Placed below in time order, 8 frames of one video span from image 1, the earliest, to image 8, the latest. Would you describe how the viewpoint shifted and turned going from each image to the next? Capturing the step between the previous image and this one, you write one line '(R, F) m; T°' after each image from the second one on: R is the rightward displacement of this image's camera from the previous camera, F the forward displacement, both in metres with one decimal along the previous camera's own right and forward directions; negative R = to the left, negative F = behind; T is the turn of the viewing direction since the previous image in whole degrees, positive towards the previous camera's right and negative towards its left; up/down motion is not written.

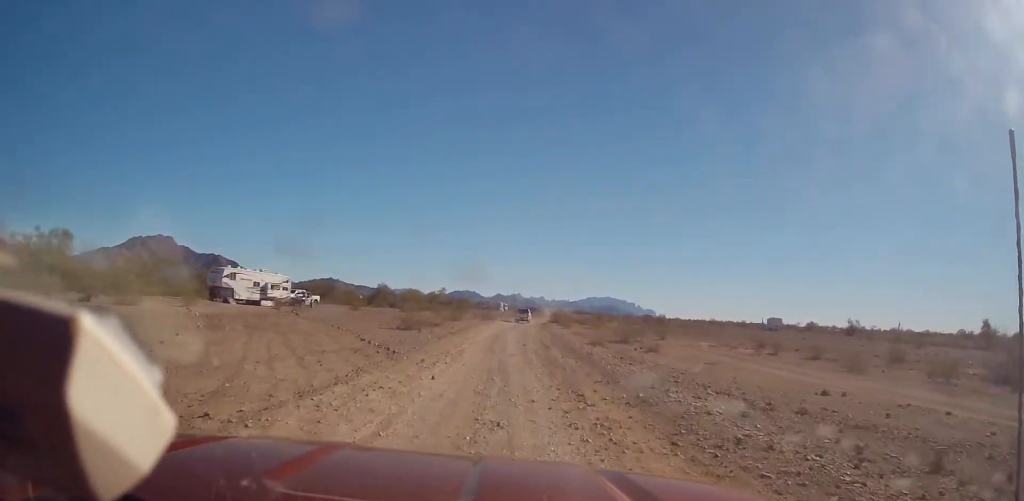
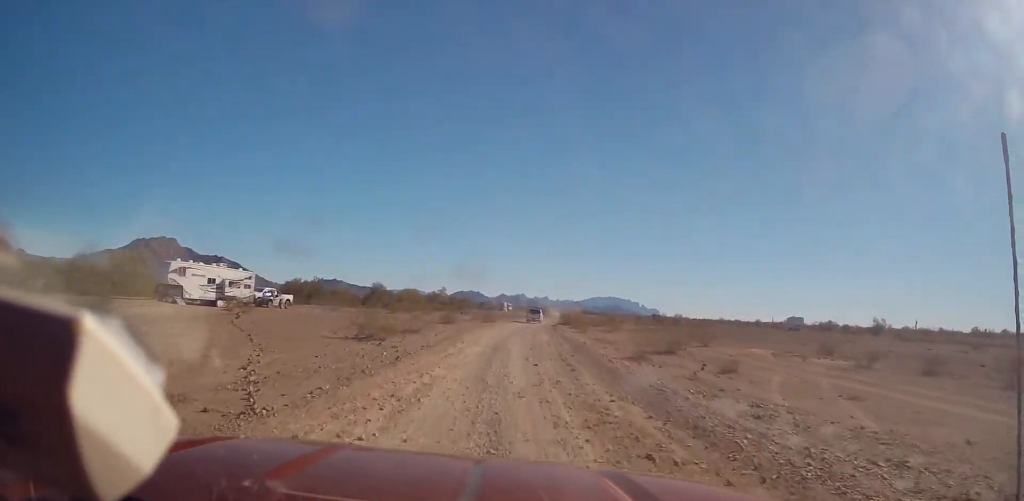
(-0.1, +11.8) m; 0°
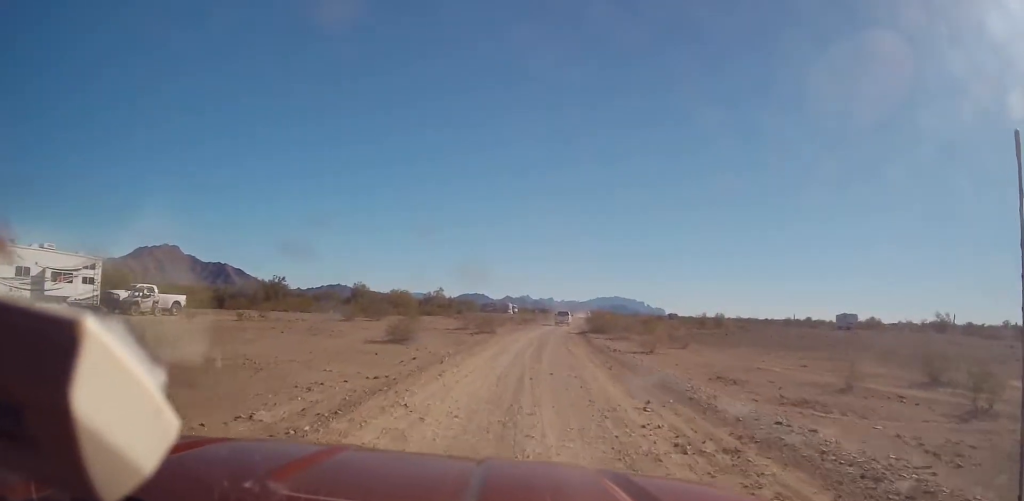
(+0.4, +25.7) m; +1°
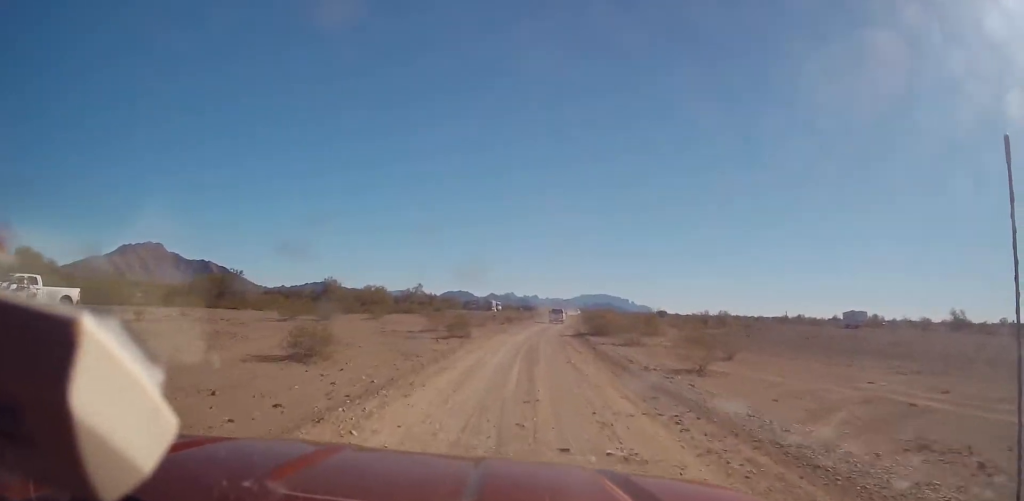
(0.0, +11.1) m; +1°
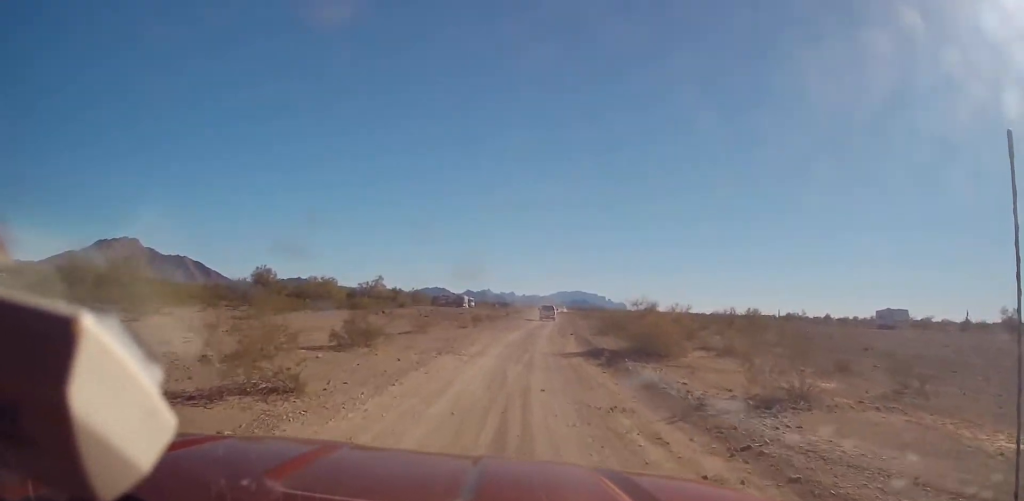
(+0.8, +24.3) m; +3°
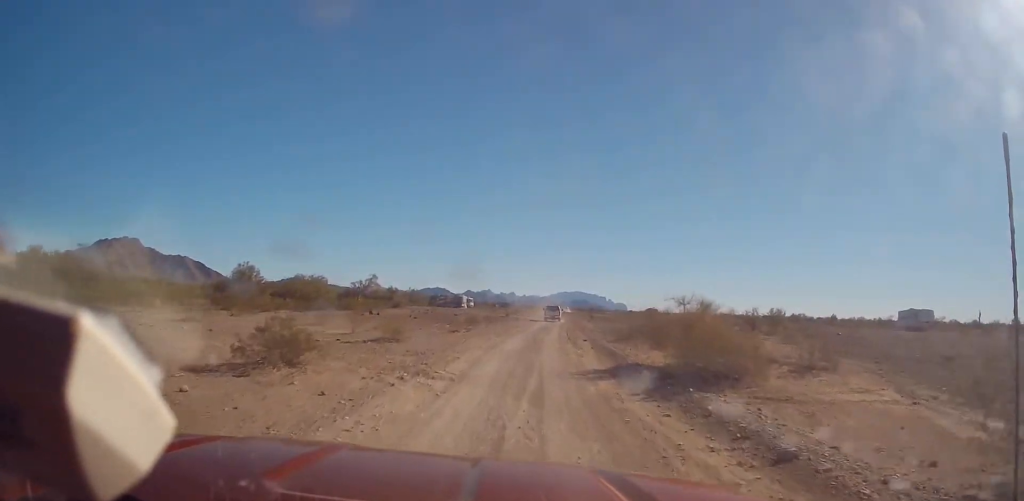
(-0.1, +7.8) m; 0°
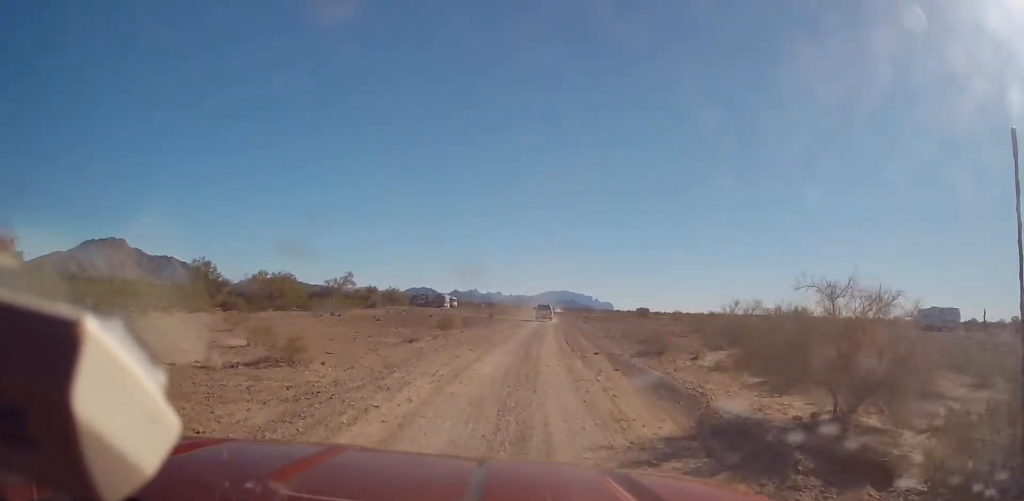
(-0.1, +10.6) m; 0°
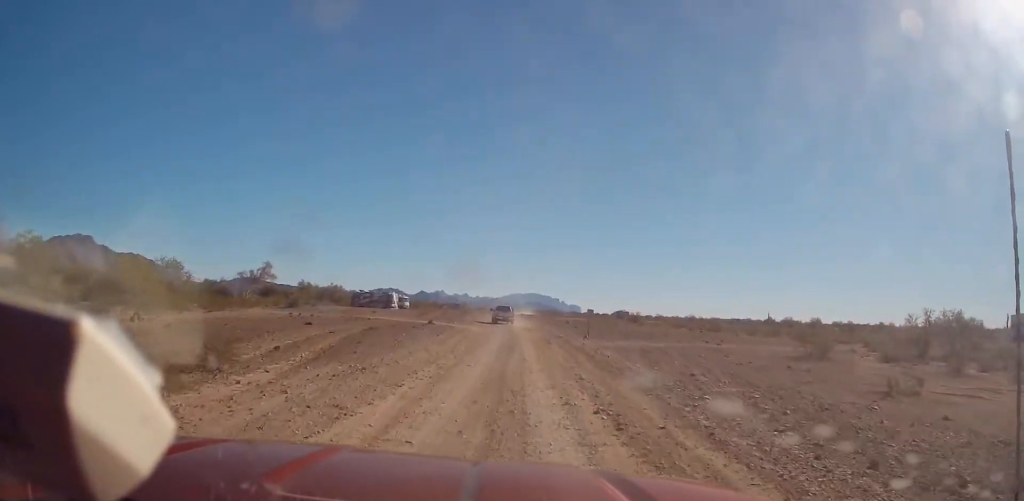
(+1.5, +28.8) m; +4°
